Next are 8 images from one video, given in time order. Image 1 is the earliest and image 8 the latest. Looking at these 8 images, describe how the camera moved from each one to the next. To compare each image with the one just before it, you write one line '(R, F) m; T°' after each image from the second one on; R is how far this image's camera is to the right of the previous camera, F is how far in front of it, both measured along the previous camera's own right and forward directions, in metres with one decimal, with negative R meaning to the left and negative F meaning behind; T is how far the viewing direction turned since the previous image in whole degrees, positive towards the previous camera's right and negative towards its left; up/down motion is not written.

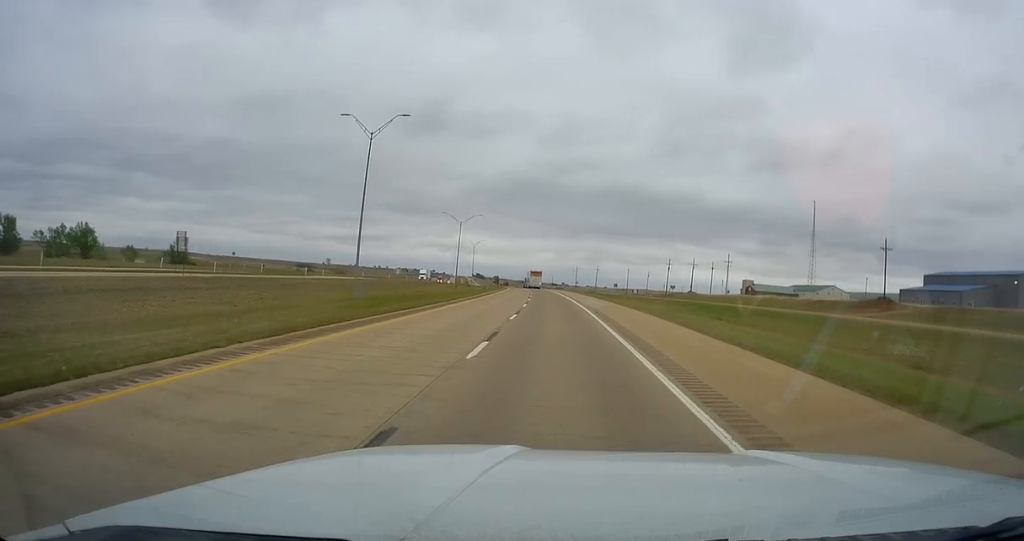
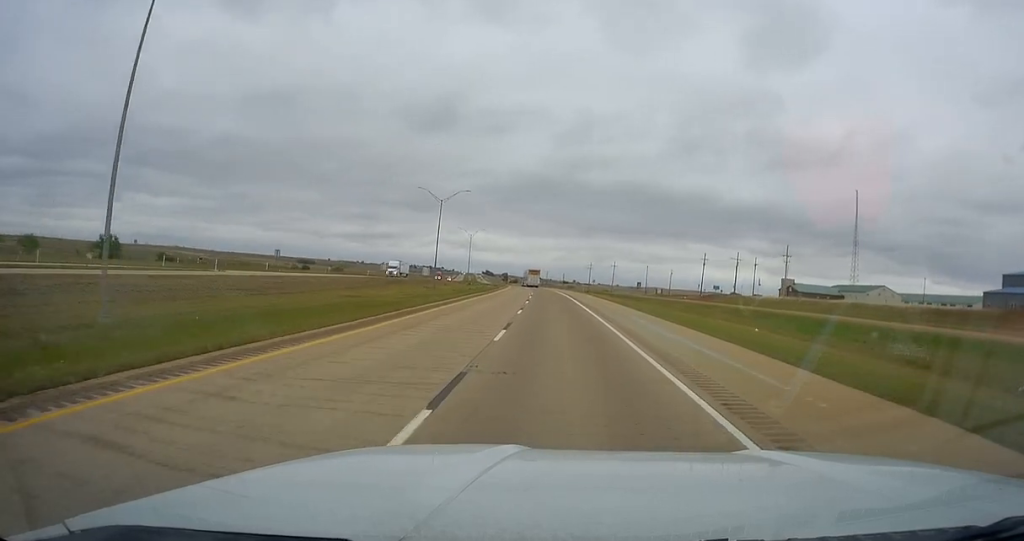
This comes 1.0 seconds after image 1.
(-0.4, +32.6) m; -2°
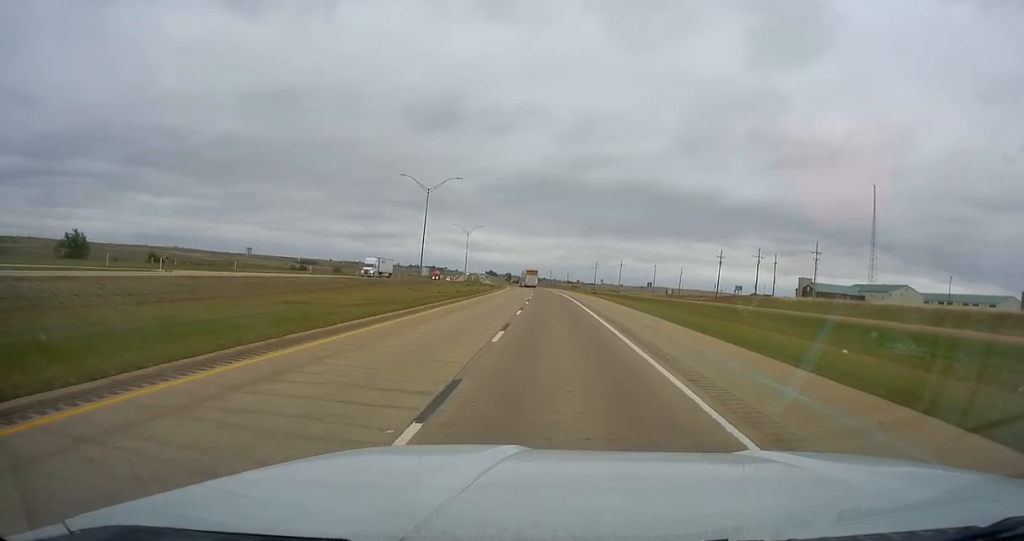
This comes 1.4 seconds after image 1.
(-0.2, +12.4) m; 0°
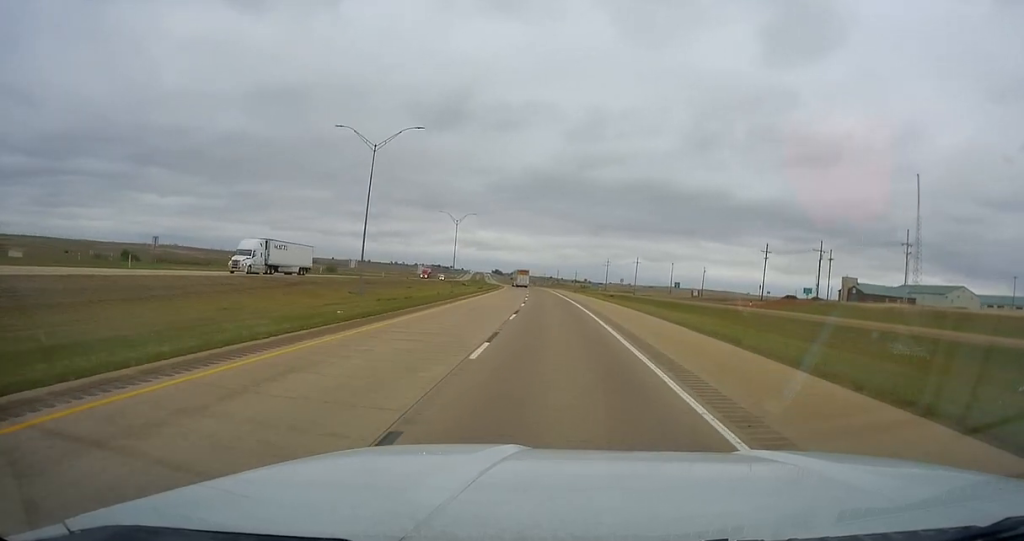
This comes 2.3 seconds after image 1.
(-0.3, +28.0) m; -1°
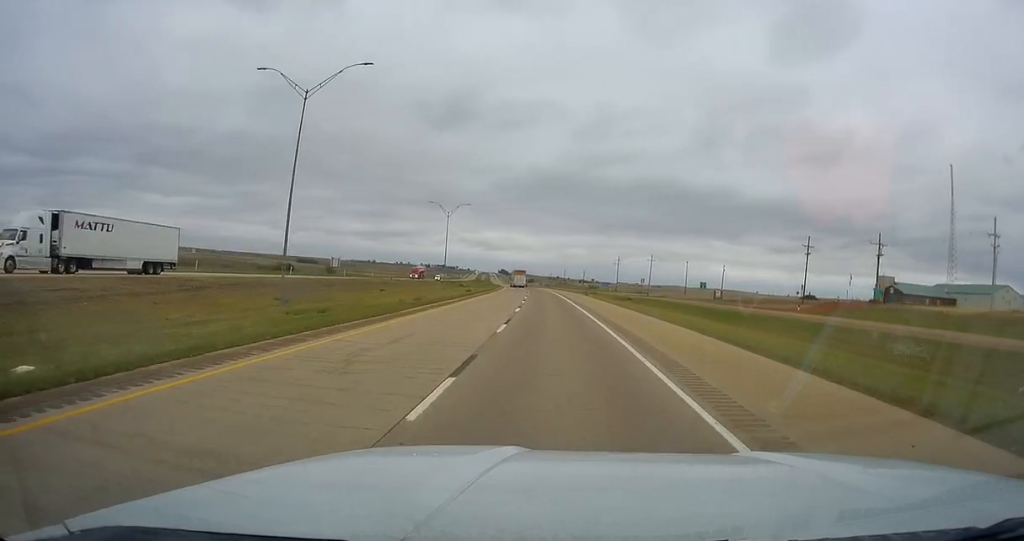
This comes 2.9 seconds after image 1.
(0.0, +17.7) m; 0°
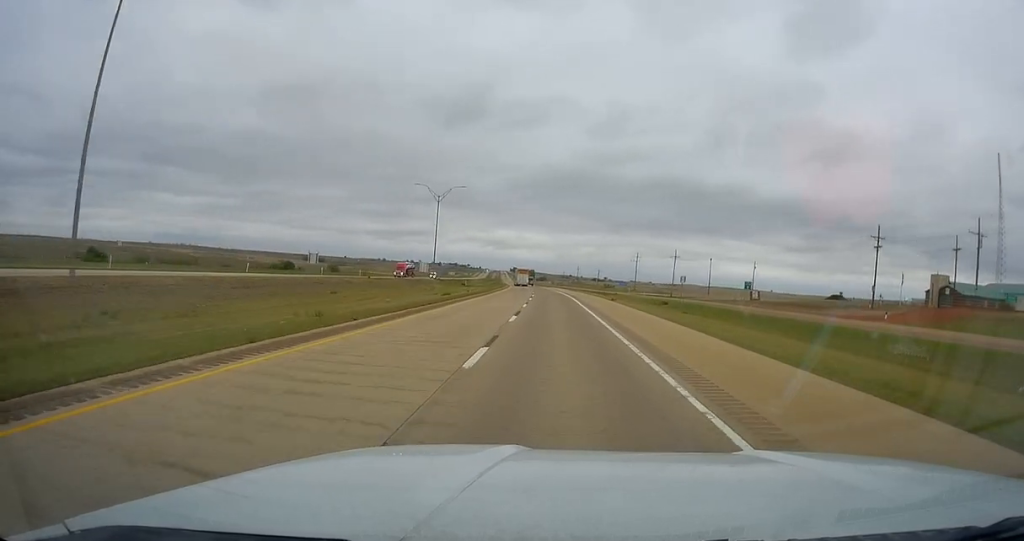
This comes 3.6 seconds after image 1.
(0.0, +20.3) m; 0°
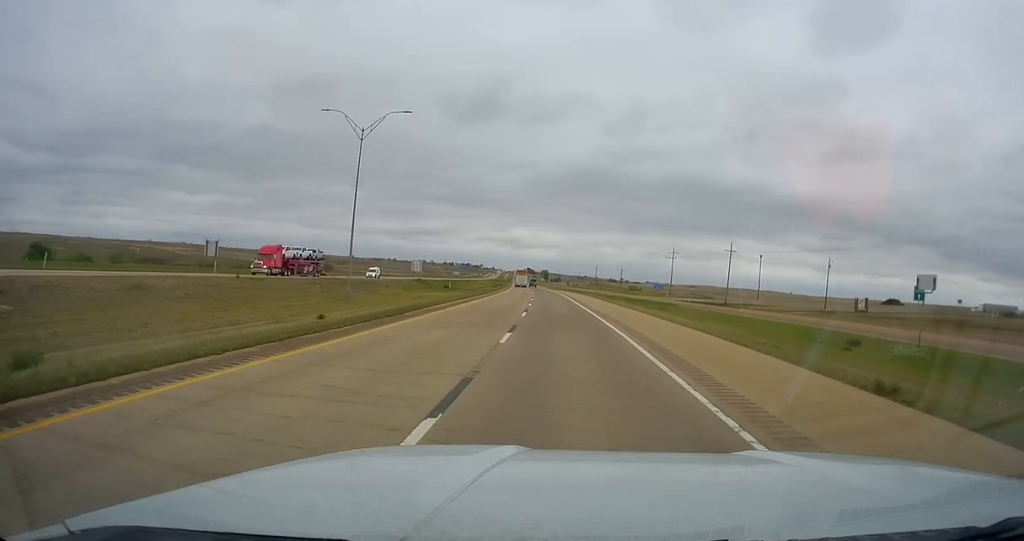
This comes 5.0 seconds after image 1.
(-0.6, +43.7) m; -2°
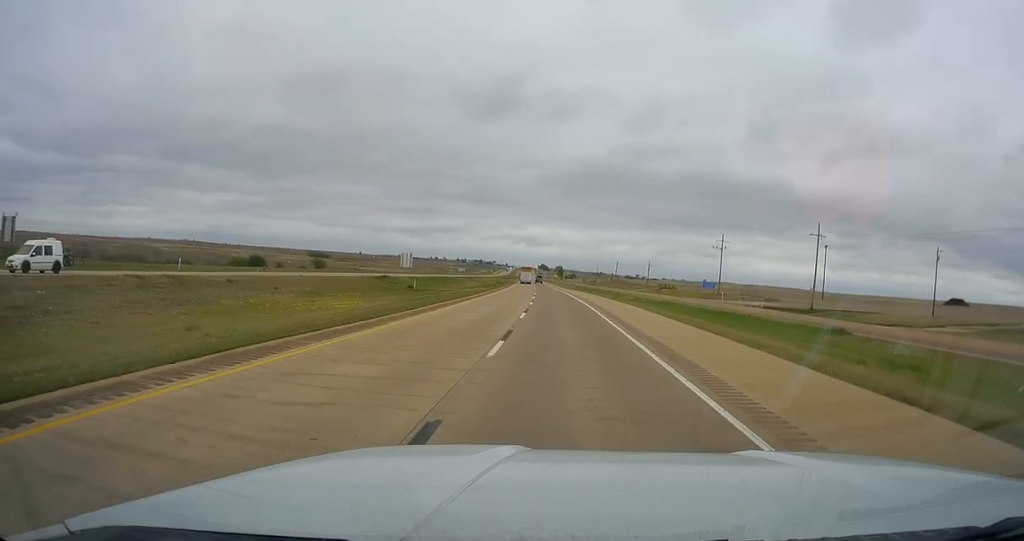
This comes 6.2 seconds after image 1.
(-0.8, +39.6) m; -1°
